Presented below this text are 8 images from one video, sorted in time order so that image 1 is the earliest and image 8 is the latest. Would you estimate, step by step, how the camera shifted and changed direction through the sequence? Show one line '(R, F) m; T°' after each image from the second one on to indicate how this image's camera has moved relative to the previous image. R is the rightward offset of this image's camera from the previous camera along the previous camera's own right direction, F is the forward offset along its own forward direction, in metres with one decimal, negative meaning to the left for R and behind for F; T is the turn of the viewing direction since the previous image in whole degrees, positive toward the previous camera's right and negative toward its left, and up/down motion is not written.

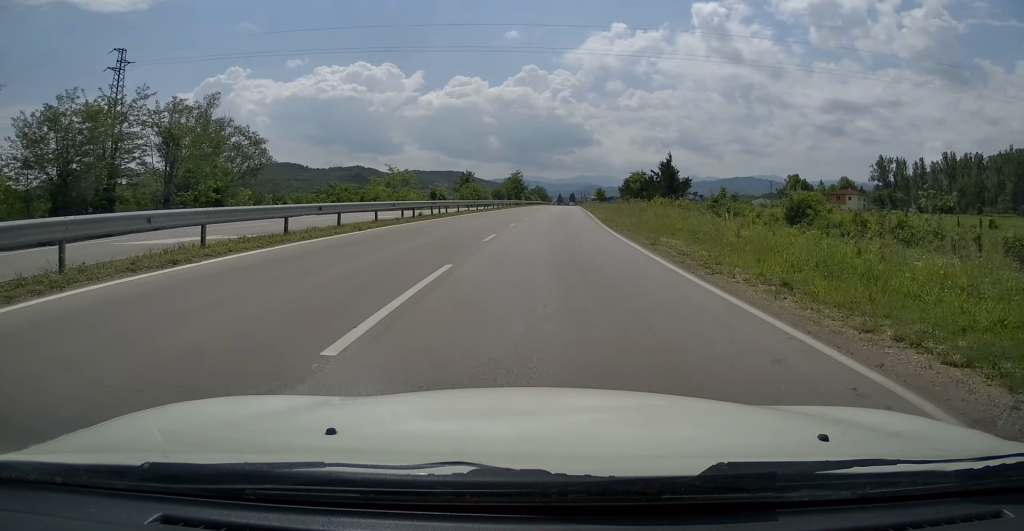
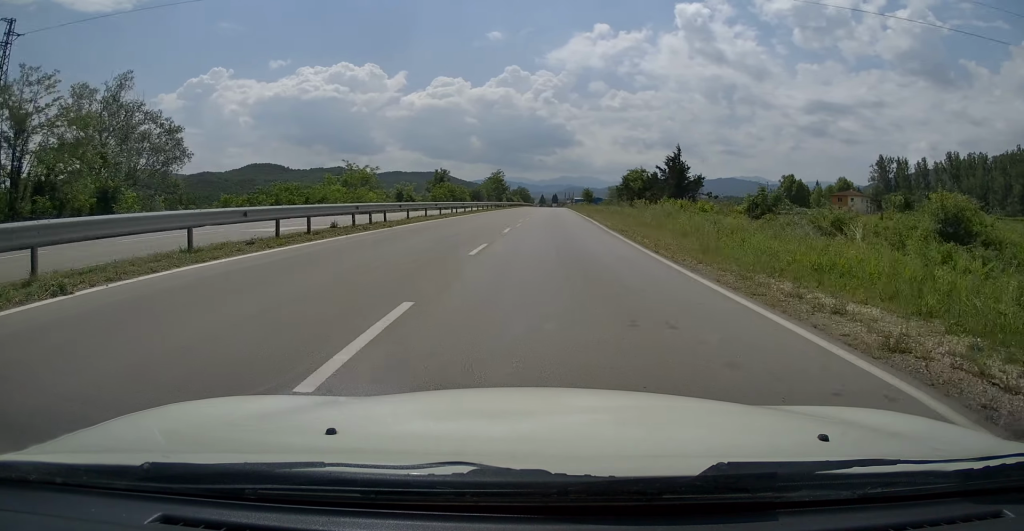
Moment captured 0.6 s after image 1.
(+0.1, +12.7) m; +1°
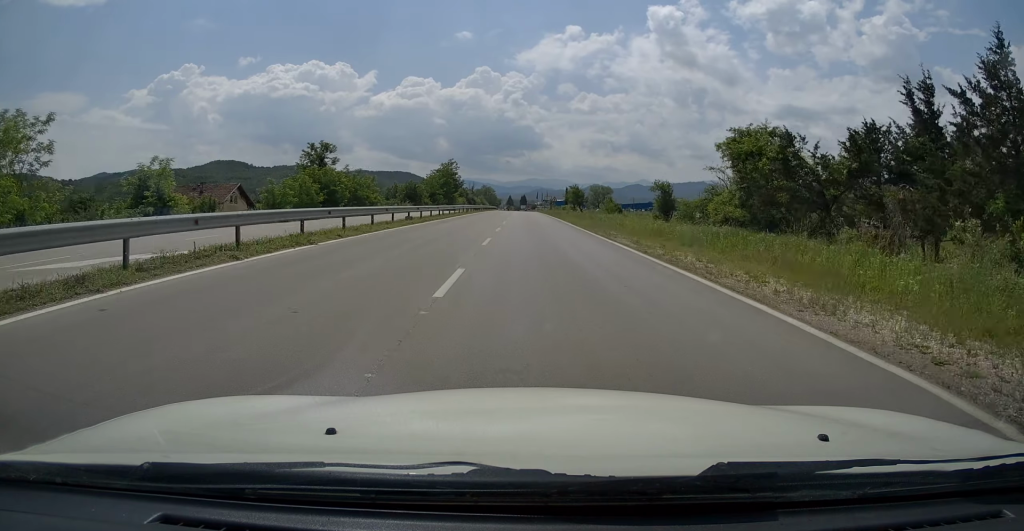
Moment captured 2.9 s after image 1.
(+3.1, +51.6) m; +7°
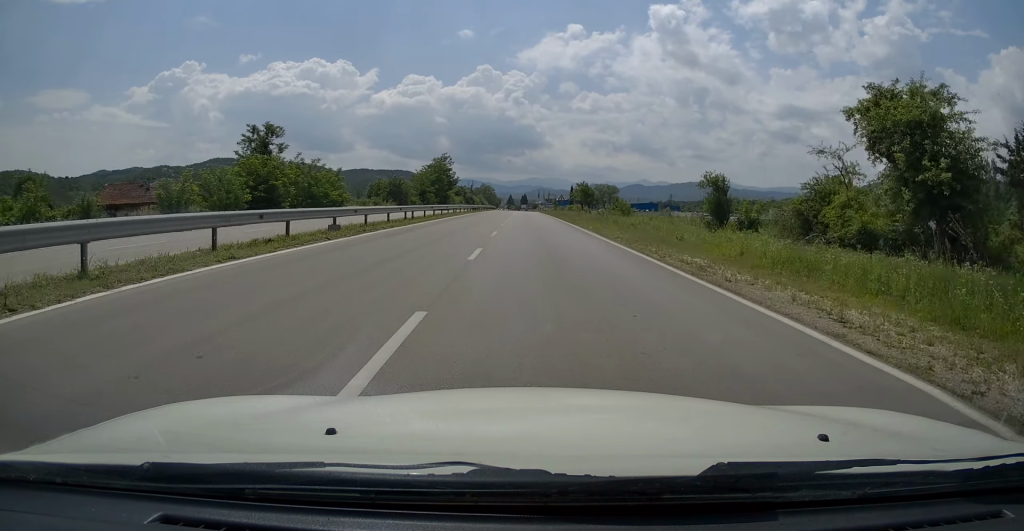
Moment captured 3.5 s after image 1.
(+0.2, +13.2) m; +1°
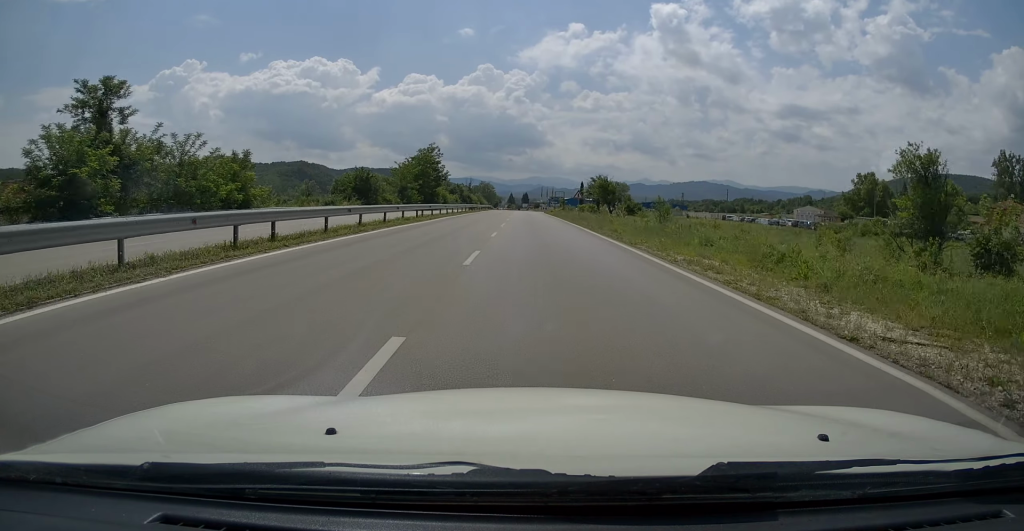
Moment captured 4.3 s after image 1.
(0.0, +19.0) m; 0°
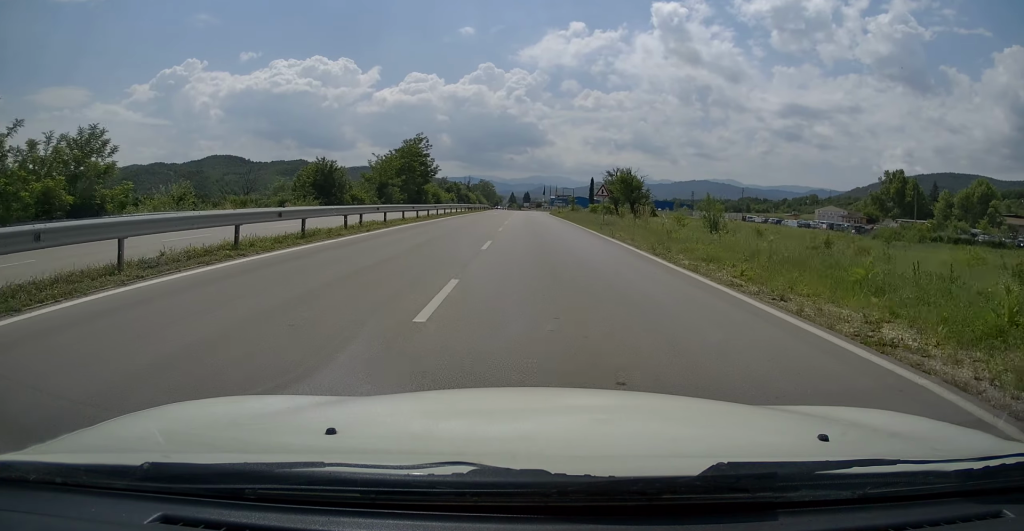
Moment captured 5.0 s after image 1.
(0.0, +14.1) m; 0°
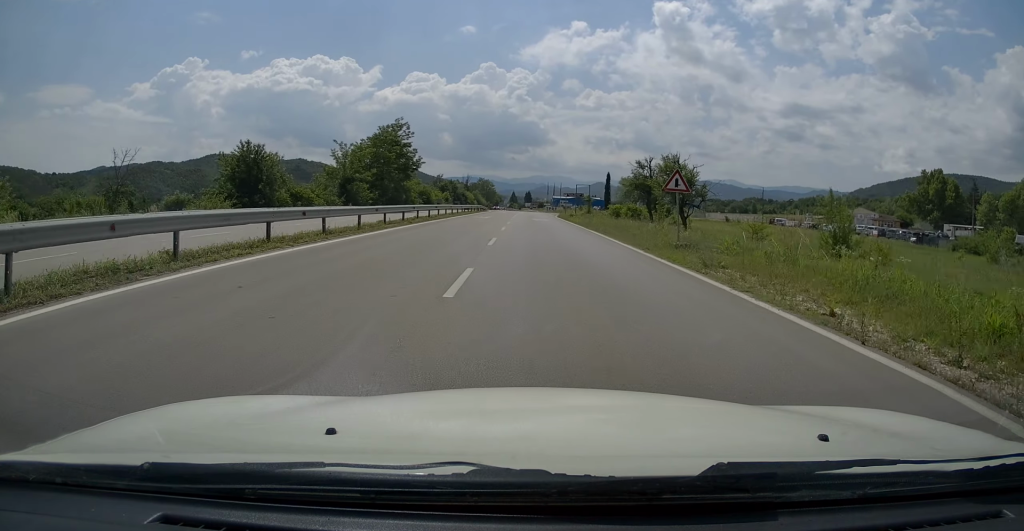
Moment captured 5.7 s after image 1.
(0.0, +16.4) m; 0°
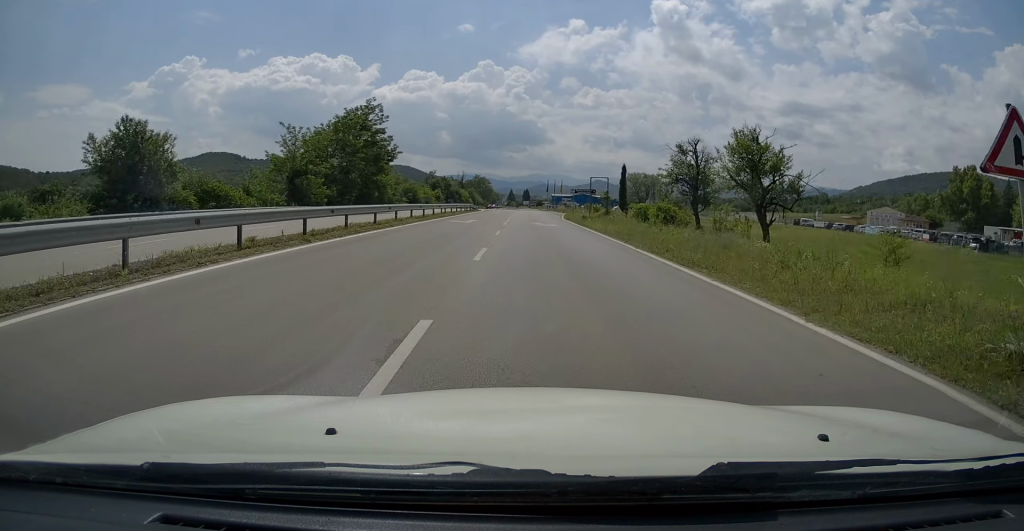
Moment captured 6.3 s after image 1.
(0.0, +13.4) m; 0°
